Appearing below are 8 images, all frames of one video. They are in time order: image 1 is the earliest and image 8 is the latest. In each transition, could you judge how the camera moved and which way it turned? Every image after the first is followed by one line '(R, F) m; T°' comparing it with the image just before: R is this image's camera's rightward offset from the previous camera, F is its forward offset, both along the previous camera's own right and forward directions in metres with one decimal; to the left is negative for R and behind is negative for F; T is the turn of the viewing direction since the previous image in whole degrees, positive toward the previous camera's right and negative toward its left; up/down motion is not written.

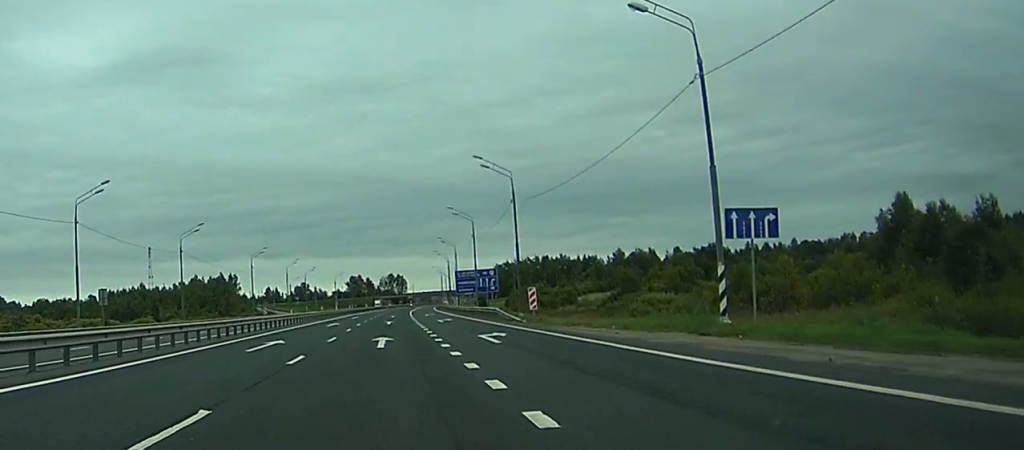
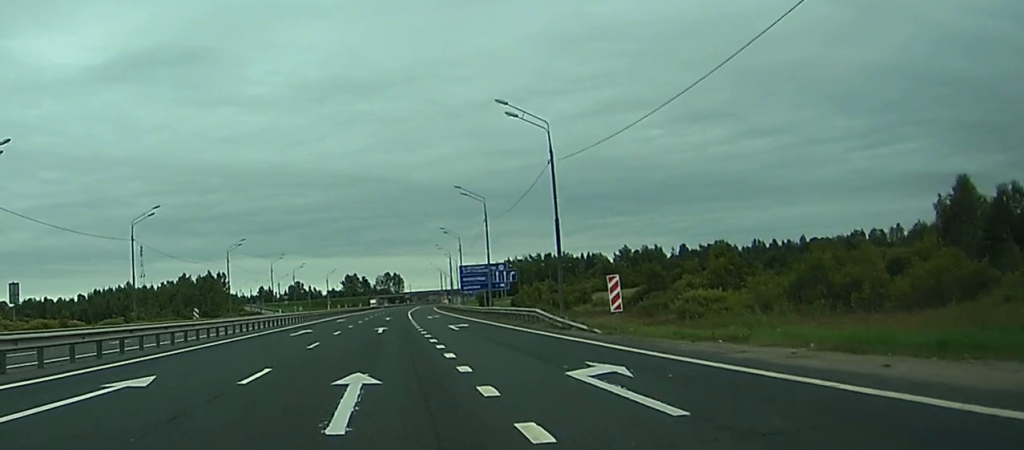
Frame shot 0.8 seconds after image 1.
(+0.1, +16.5) m; 0°
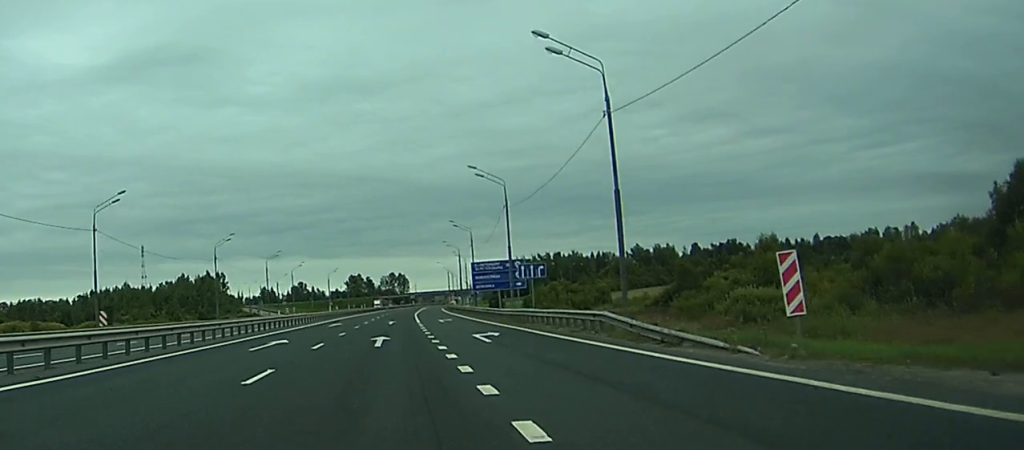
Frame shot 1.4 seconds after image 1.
(0.0, +11.4) m; 0°
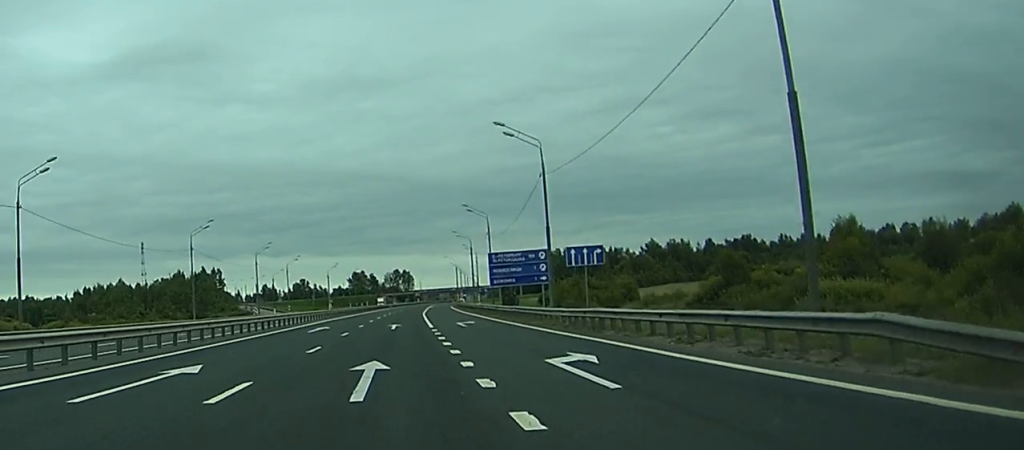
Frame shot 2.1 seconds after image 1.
(0.0, +14.9) m; 0°
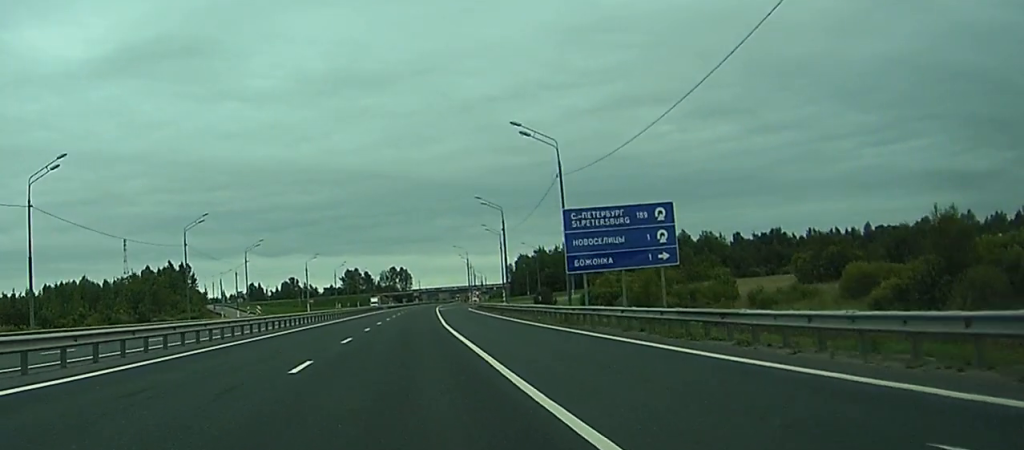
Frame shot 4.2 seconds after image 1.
(+0.2, +42.5) m; +1°
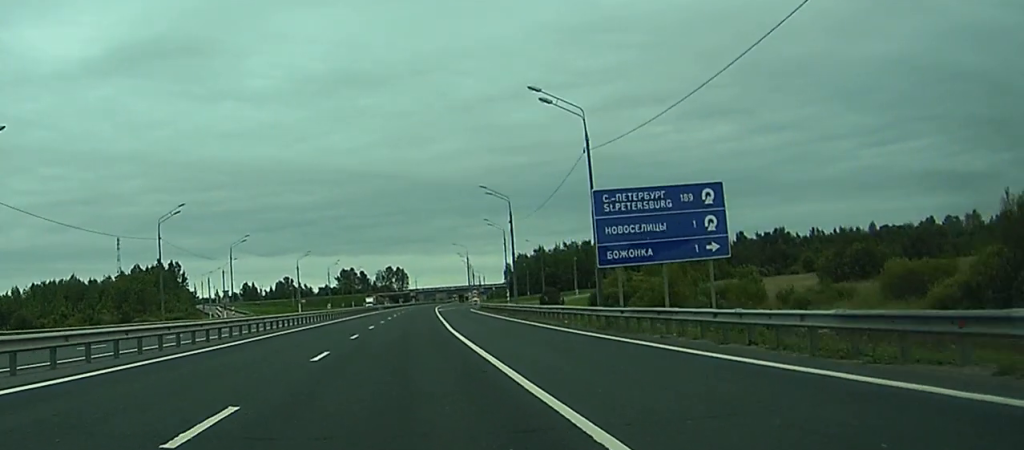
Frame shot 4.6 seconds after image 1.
(0.0, +8.6) m; 0°
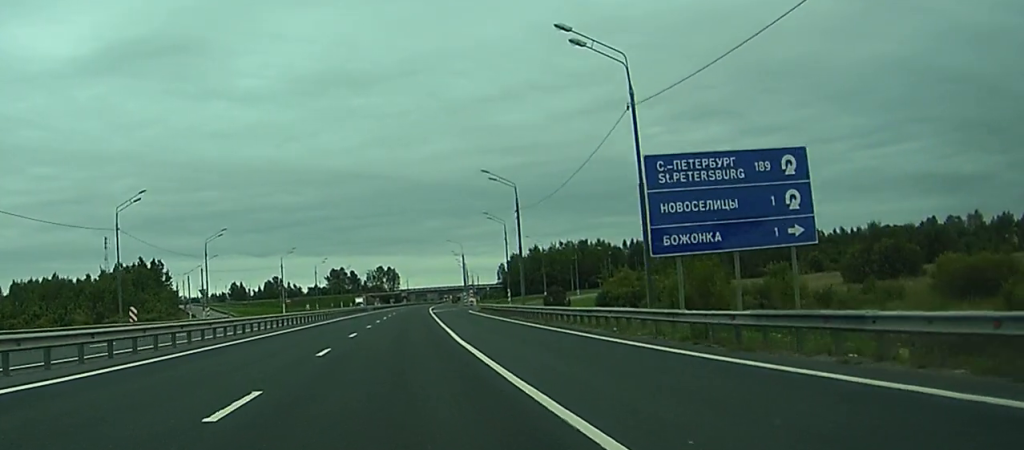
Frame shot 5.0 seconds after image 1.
(0.0, +10.2) m; 0°
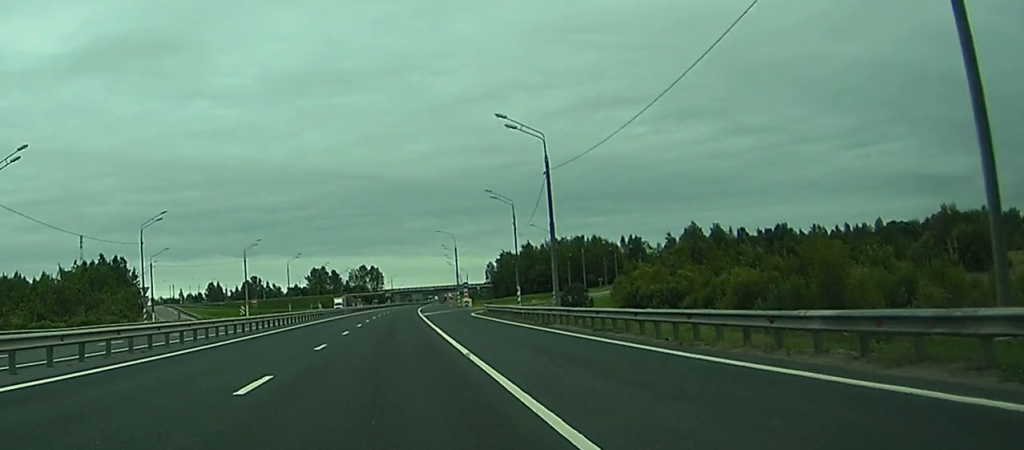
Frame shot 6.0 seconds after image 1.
(+0.2, +21.5) m; +1°
